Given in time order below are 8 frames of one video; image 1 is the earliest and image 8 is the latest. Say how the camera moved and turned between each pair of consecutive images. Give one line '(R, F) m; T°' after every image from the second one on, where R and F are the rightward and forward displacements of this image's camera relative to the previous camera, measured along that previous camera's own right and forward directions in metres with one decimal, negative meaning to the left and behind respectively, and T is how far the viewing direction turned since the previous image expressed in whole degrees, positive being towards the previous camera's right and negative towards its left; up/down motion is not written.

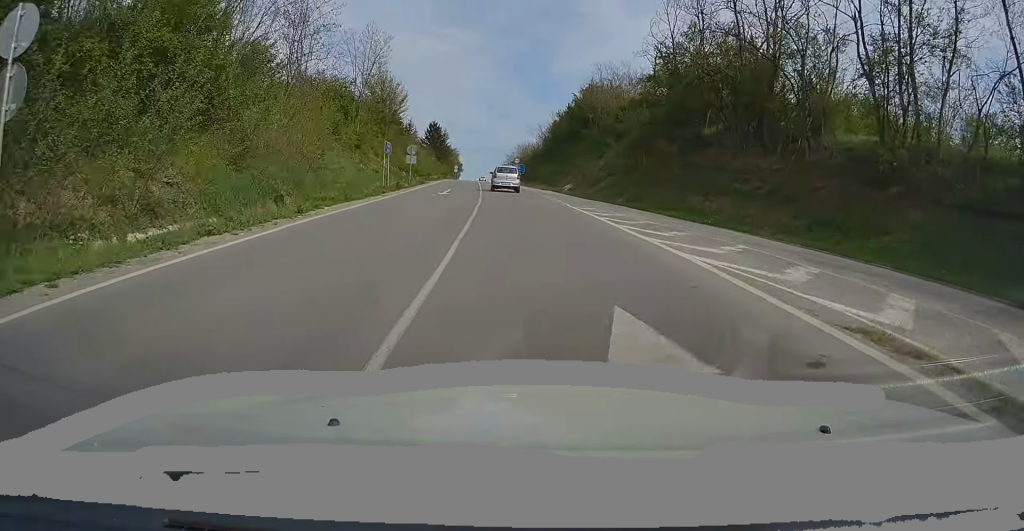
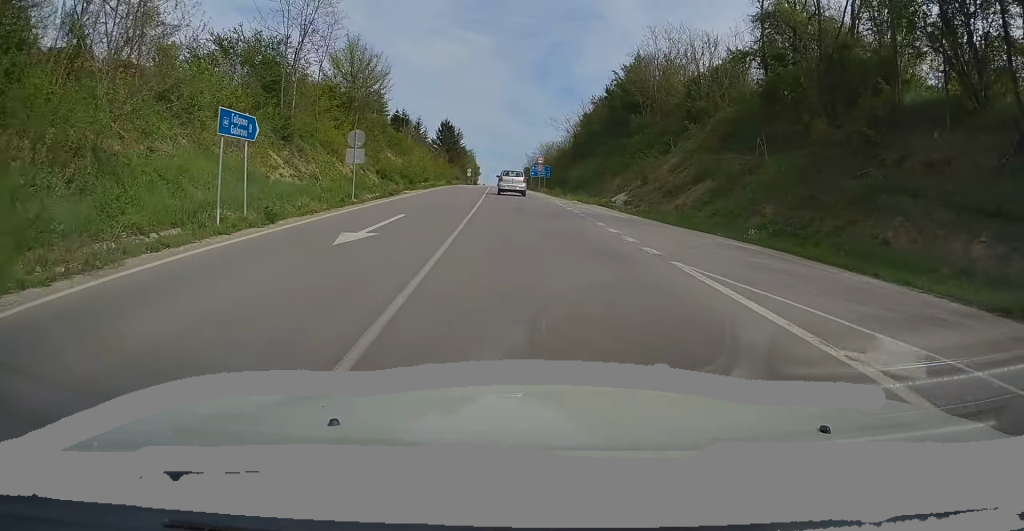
(-0.6, +20.4) m; -3°
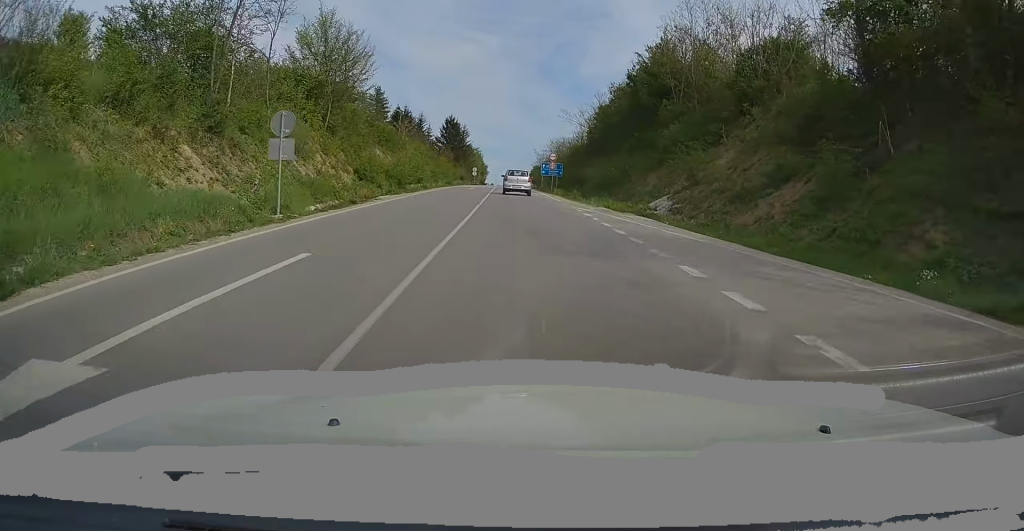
(-0.2, +8.9) m; -1°
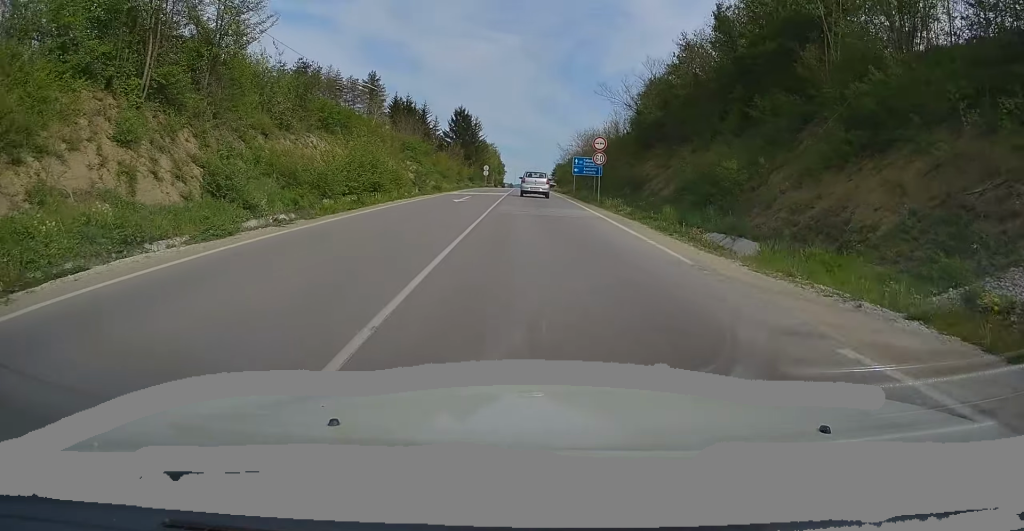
(-0.3, +21.7) m; 0°
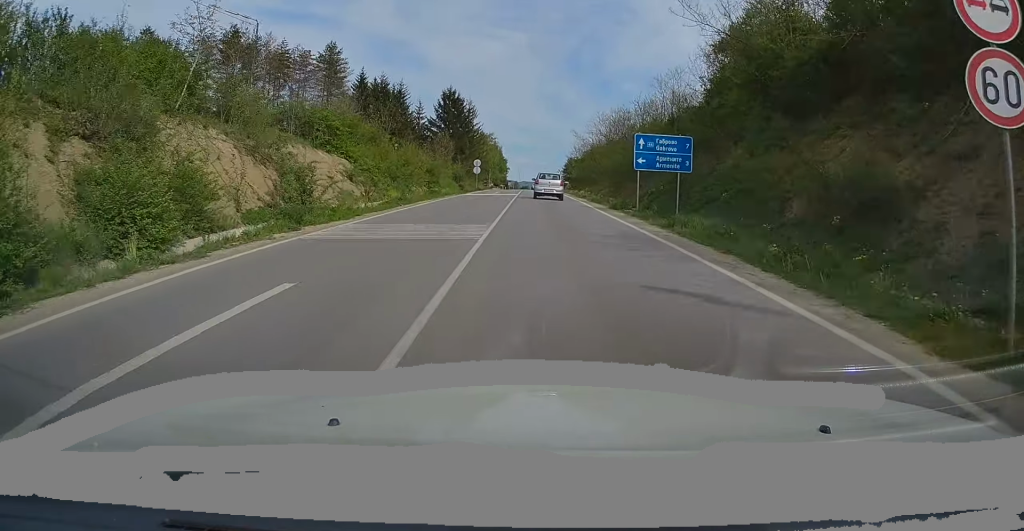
(+0.4, +27.9) m; 0°
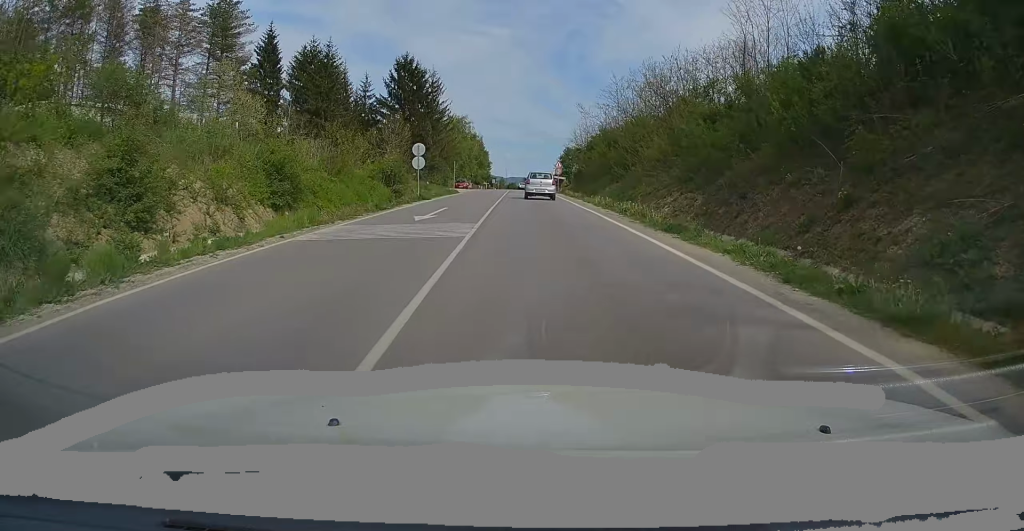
(+0.3, +29.4) m; +2°
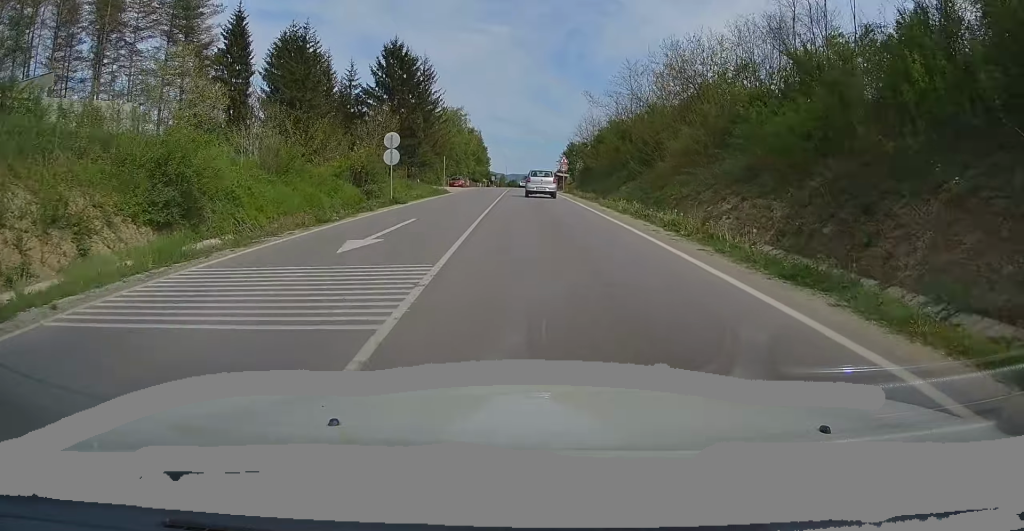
(0.0, +7.4) m; -1°
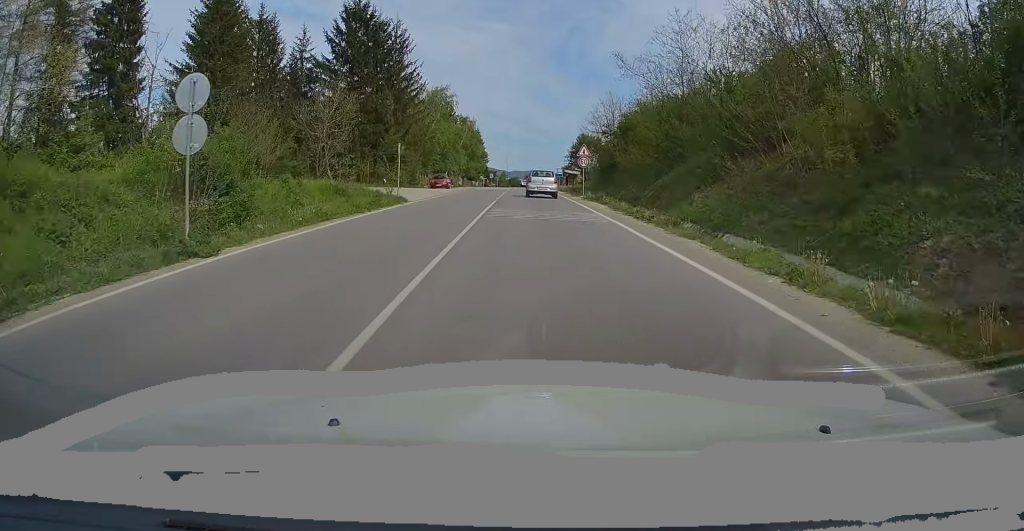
(-0.2, +17.6) m; -1°
